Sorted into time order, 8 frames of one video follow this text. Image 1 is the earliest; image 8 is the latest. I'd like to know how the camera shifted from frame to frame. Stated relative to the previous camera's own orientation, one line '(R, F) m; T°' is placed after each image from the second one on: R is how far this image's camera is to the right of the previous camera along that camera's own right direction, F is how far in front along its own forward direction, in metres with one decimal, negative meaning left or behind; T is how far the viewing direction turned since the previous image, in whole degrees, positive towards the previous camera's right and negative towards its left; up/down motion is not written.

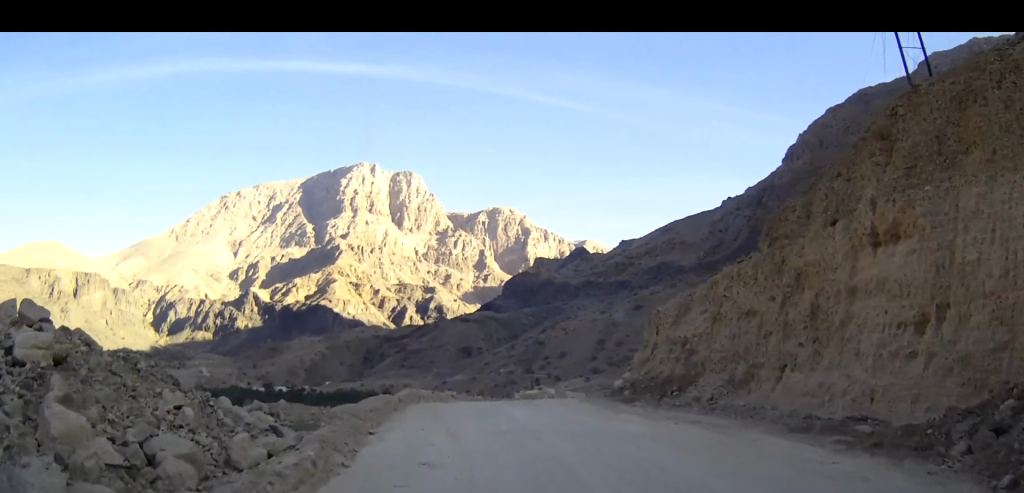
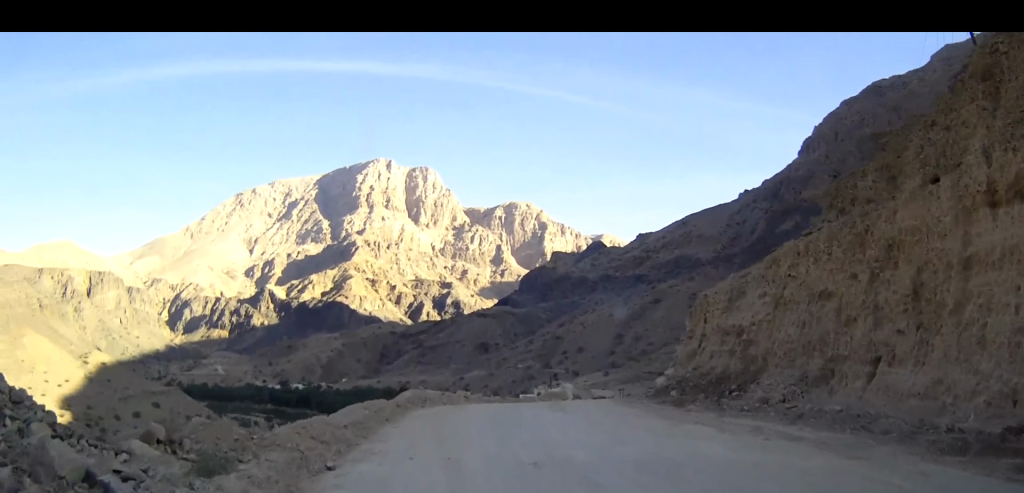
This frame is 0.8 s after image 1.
(0.0, +5.3) m; 0°
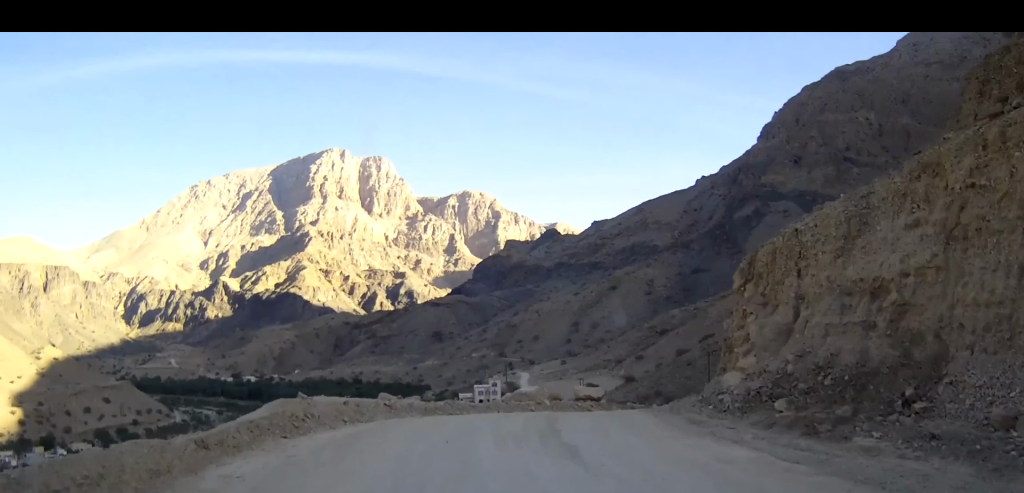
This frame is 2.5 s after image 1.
(+0.2, +12.8) m; +3°
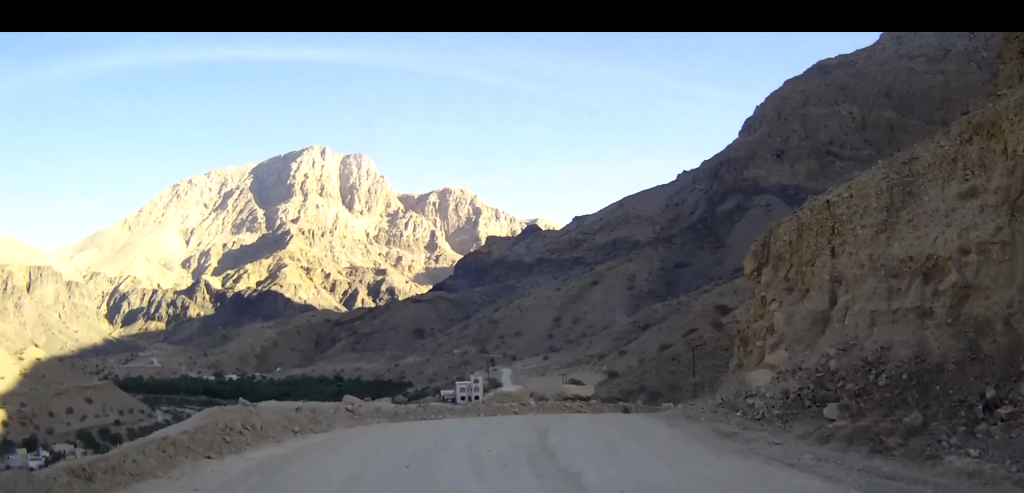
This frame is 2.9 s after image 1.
(0.0, +3.2) m; +1°
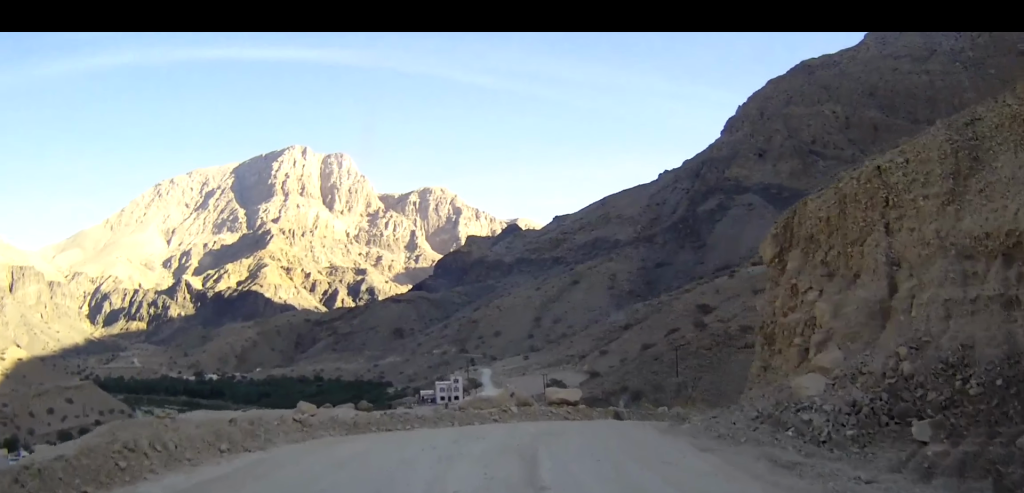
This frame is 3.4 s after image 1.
(+0.1, +3.6) m; +1°
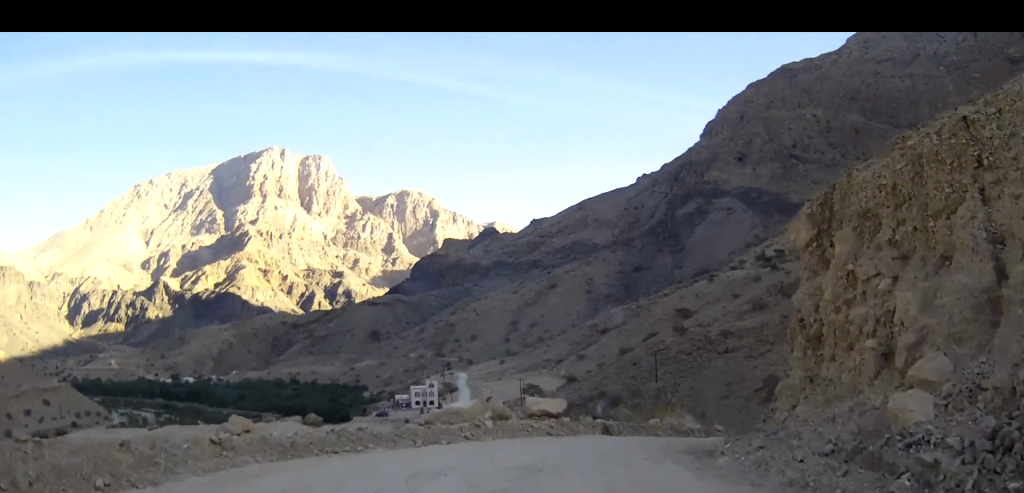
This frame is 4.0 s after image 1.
(0.0, +4.1) m; +2°
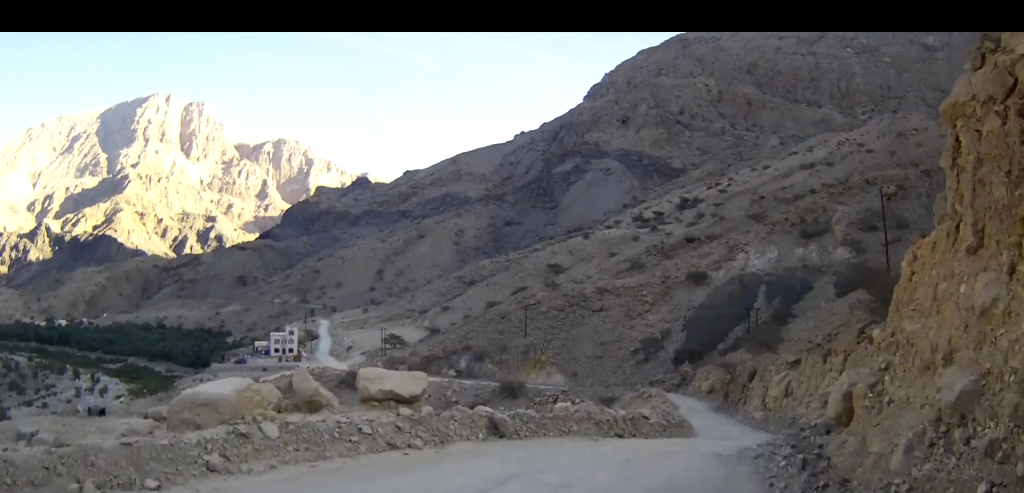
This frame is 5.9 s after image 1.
(+0.9, +11.5) m; +12°
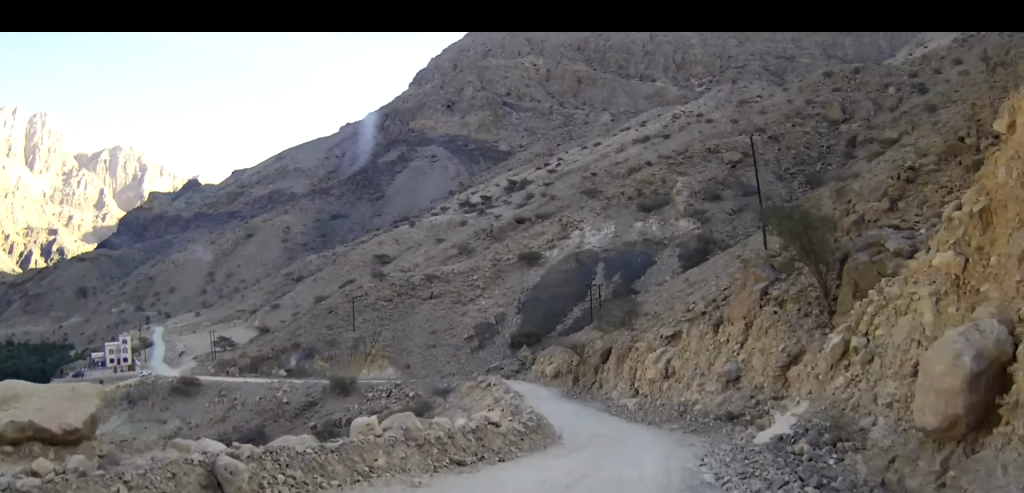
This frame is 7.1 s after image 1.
(+0.7, +7.4) m; +13°
